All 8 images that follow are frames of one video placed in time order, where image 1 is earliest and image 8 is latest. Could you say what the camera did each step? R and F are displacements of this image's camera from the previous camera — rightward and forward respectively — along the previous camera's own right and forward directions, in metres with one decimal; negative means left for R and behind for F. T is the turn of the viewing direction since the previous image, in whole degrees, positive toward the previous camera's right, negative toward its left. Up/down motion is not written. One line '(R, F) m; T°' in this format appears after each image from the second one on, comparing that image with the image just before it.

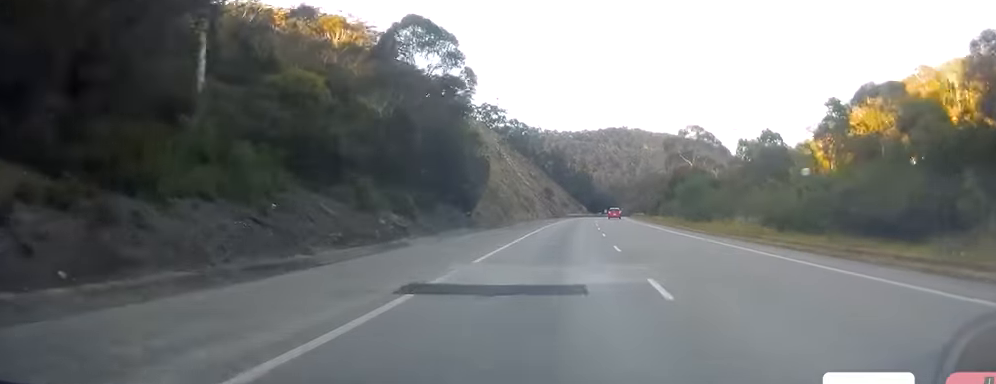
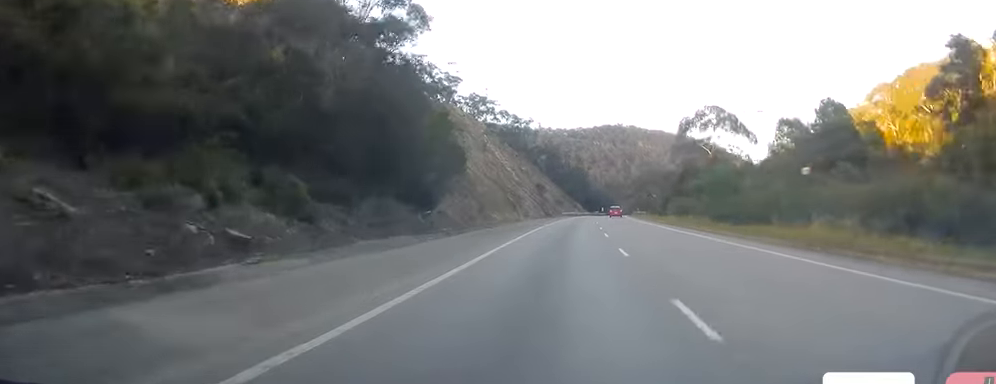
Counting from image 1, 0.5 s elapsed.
(0.0, +15.2) m; +1°
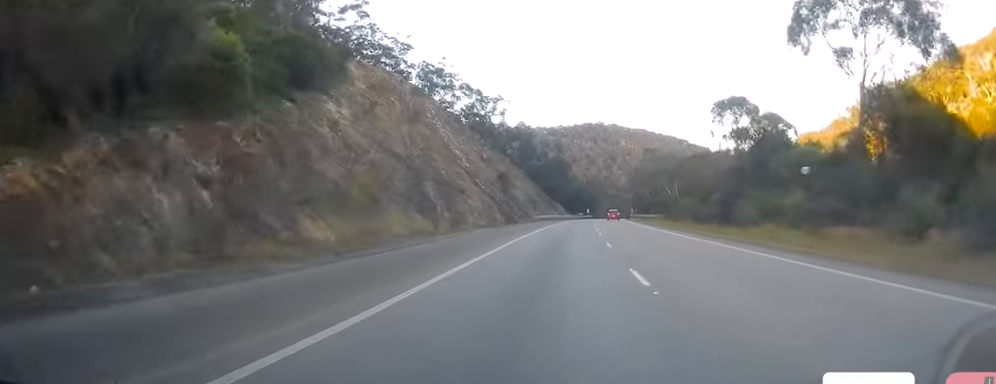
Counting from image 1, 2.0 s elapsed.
(+0.6, +42.7) m; +1°
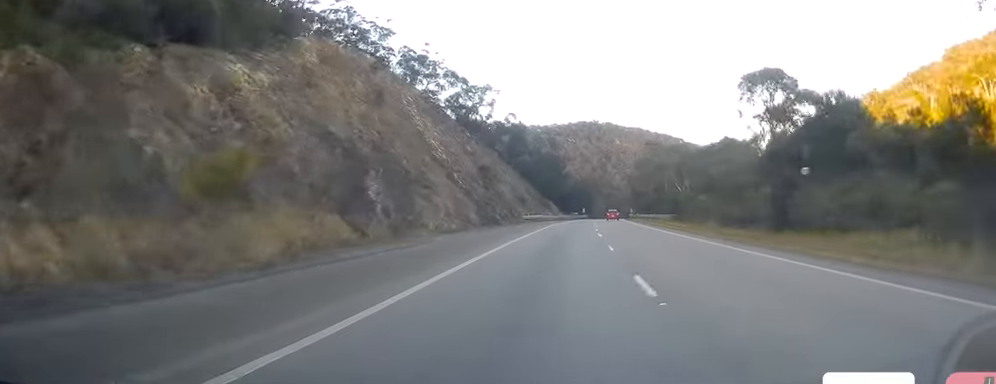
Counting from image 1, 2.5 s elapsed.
(-0.1, +13.3) m; 0°
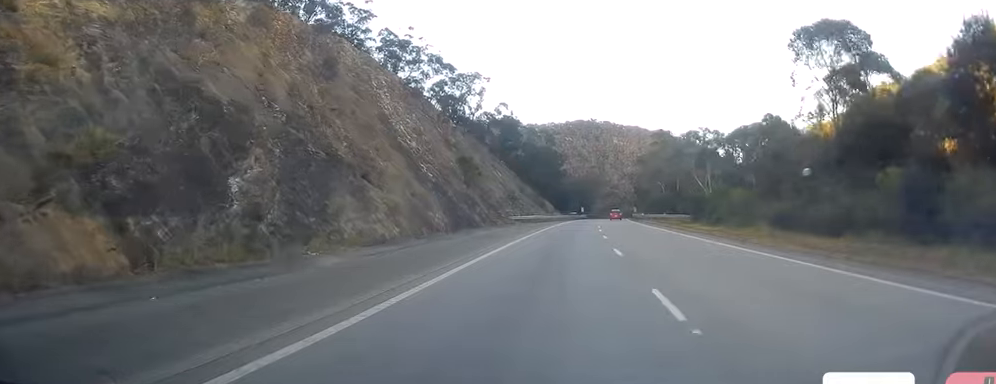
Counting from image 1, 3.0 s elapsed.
(0.0, +14.3) m; 0°
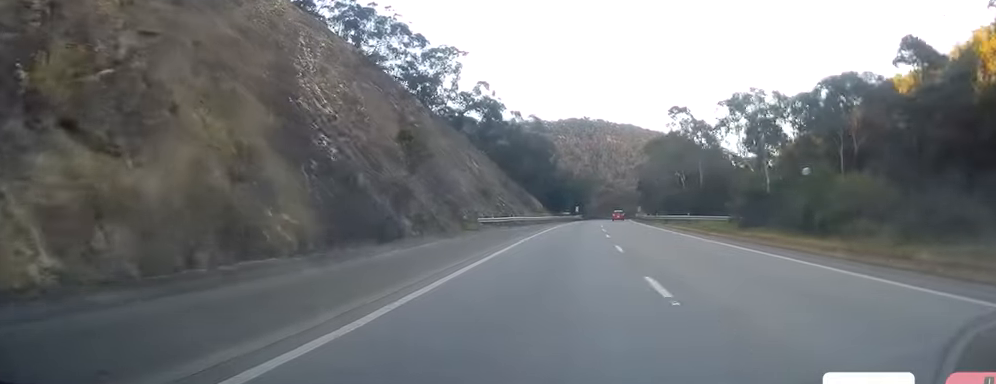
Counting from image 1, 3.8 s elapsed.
(+0.1, +22.0) m; +1°
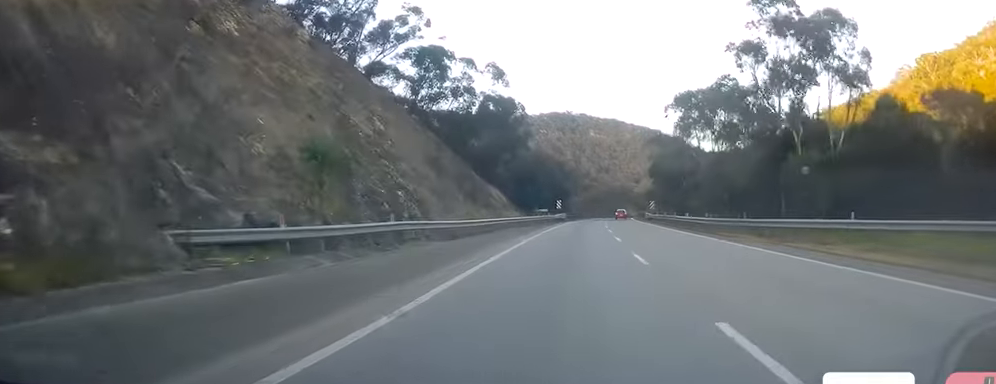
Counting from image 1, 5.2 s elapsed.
(+1.1, +42.3) m; +2°
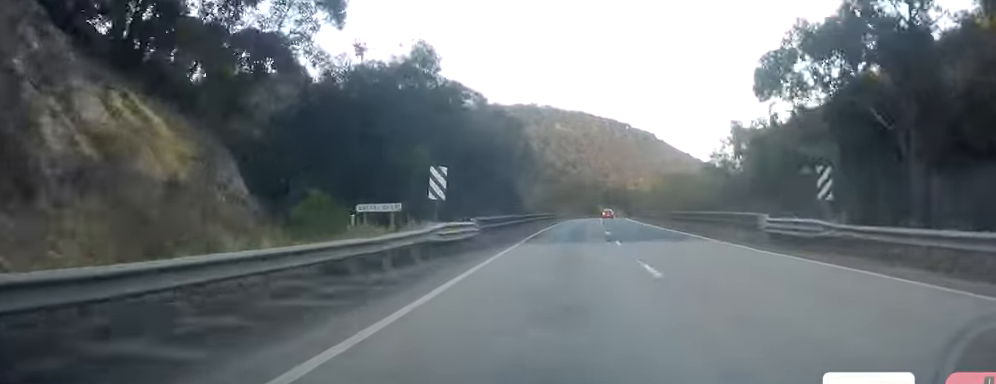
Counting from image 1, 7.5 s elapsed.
(+1.0, +64.4) m; +1°
